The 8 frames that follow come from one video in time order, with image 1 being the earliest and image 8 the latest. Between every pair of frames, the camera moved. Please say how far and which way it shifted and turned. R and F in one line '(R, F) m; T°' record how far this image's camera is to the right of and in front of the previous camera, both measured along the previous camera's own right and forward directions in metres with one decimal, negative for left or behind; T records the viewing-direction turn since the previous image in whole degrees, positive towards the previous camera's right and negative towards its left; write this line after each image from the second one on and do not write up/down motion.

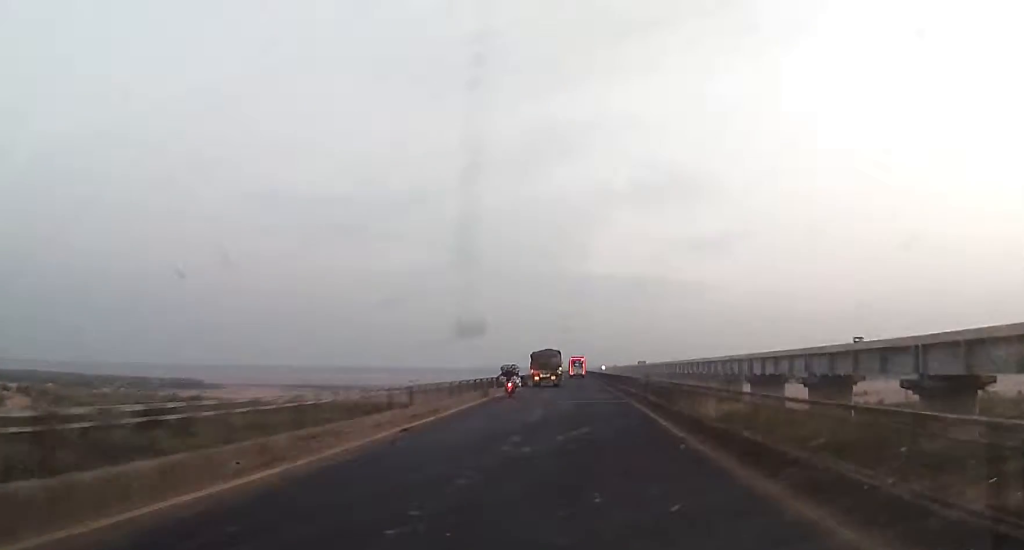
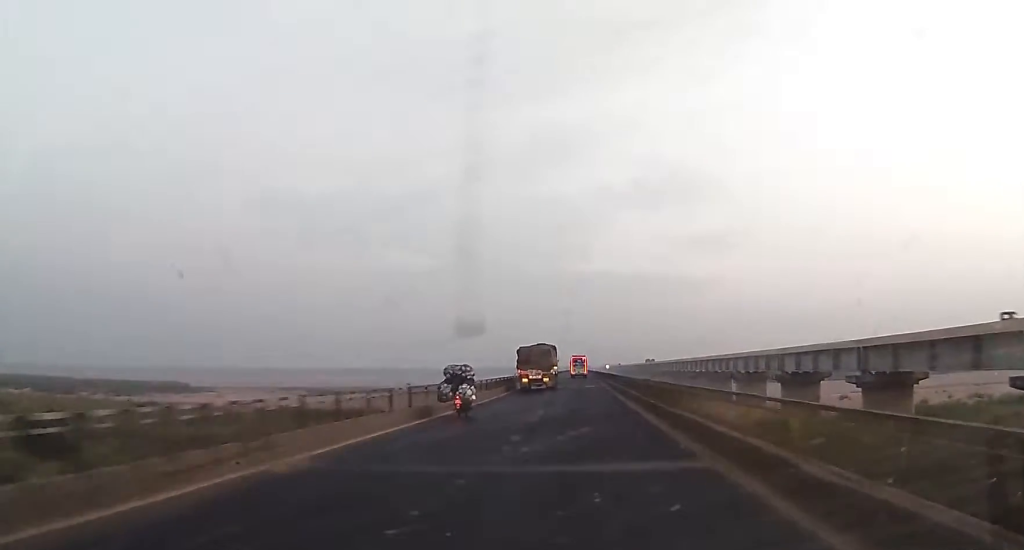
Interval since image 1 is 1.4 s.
(-0.7, +27.2) m; 0°
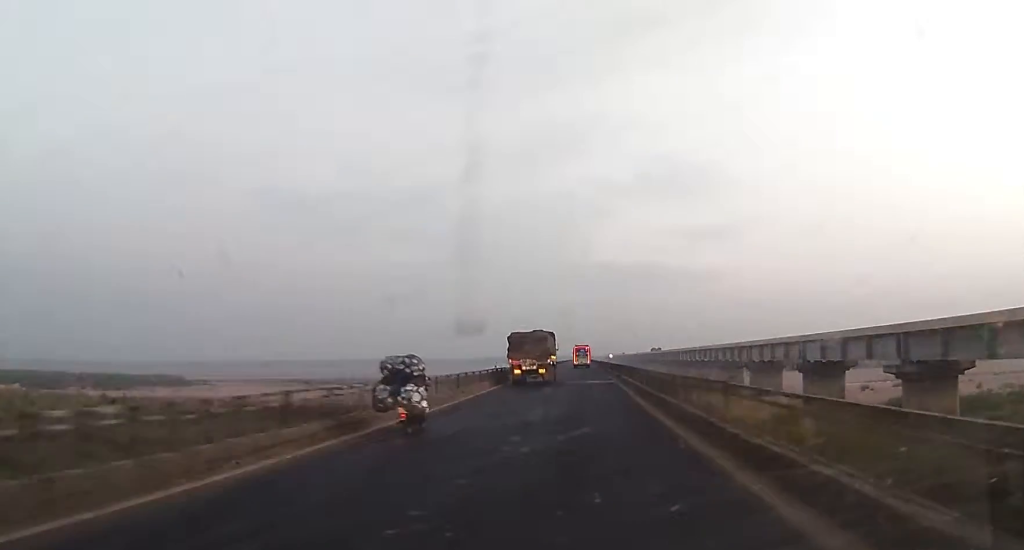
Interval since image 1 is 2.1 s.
(+0.1, +14.5) m; +1°
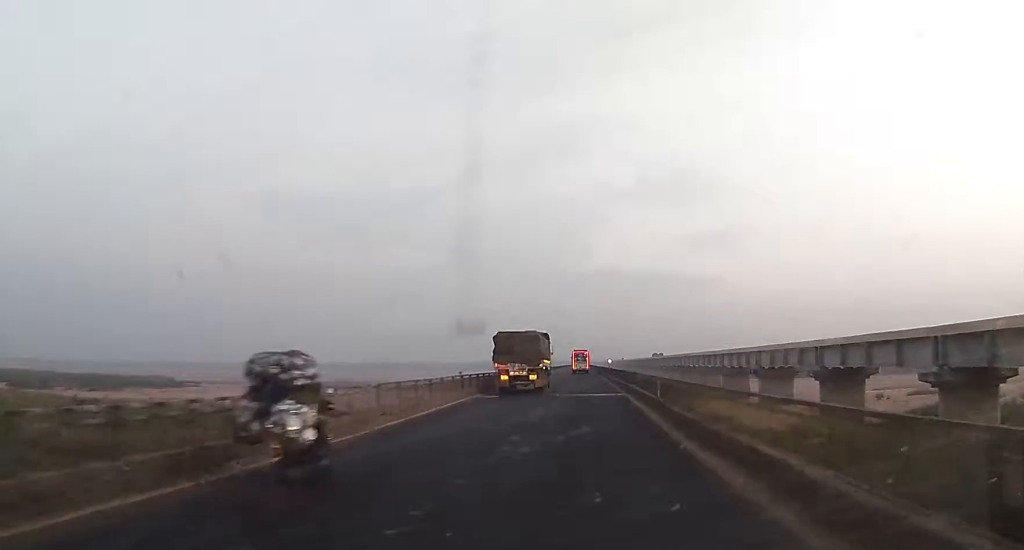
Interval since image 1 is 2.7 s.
(+0.6, +12.0) m; +1°
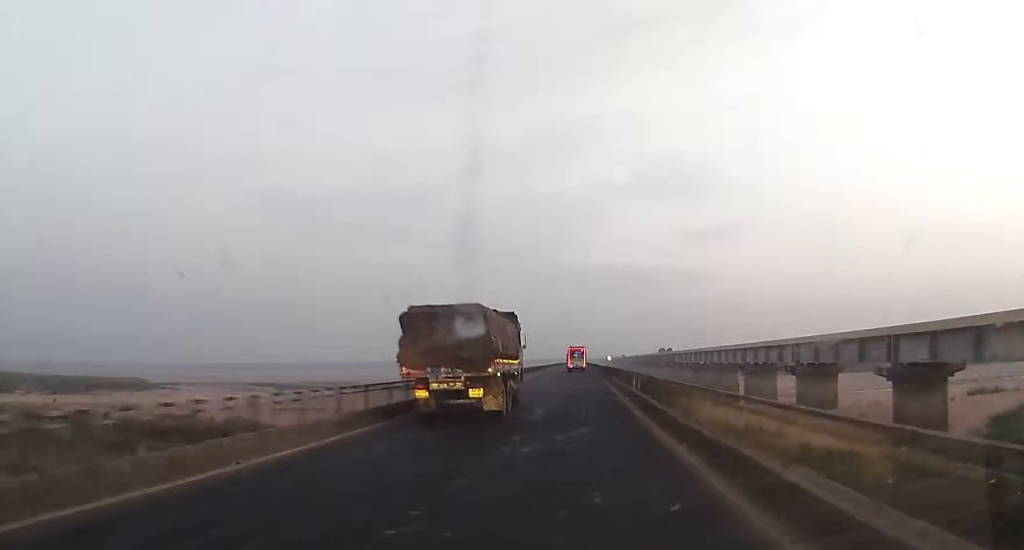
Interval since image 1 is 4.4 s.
(-1.6, +34.1) m; -3°
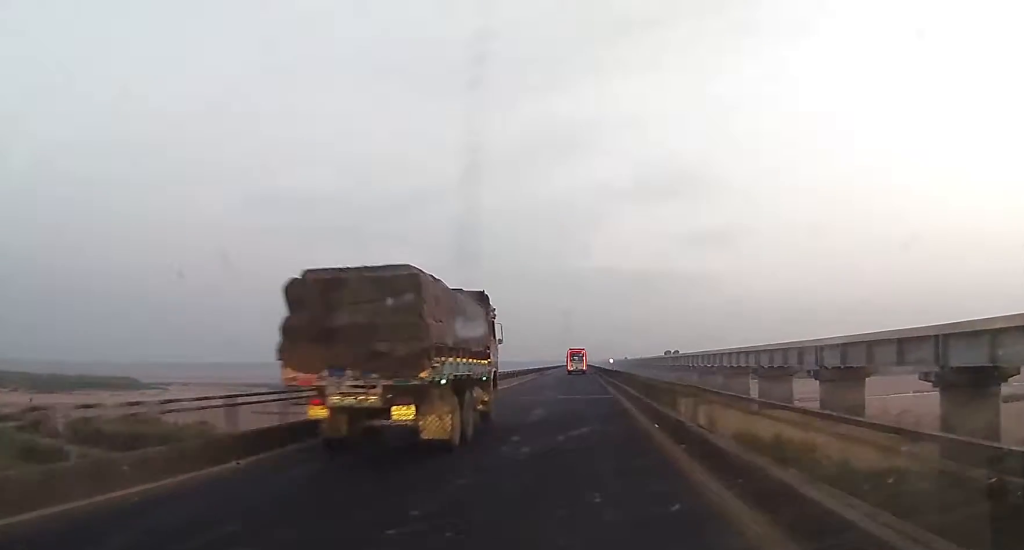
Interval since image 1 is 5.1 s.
(+0.1, +14.4) m; +1°
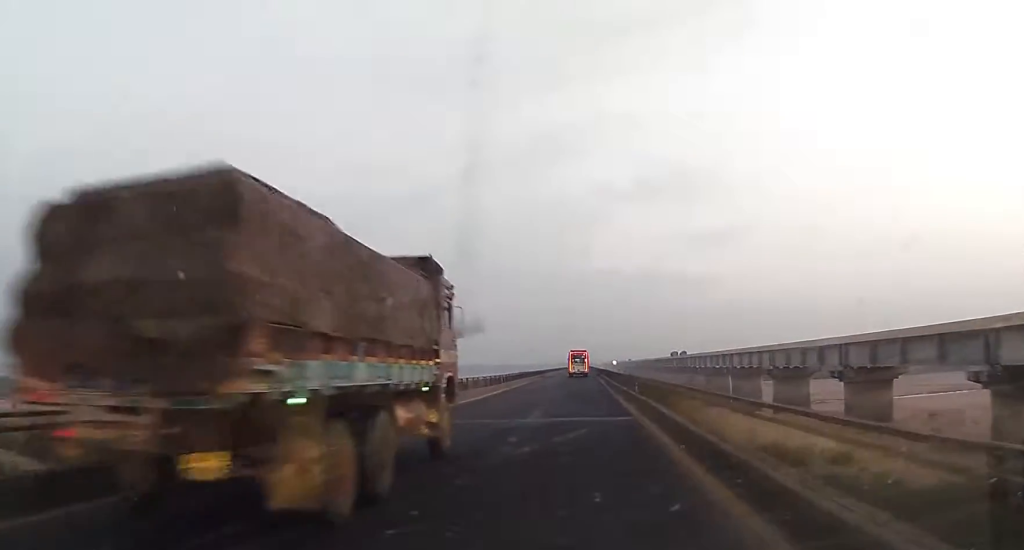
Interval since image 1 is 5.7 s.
(+0.4, +11.9) m; +1°
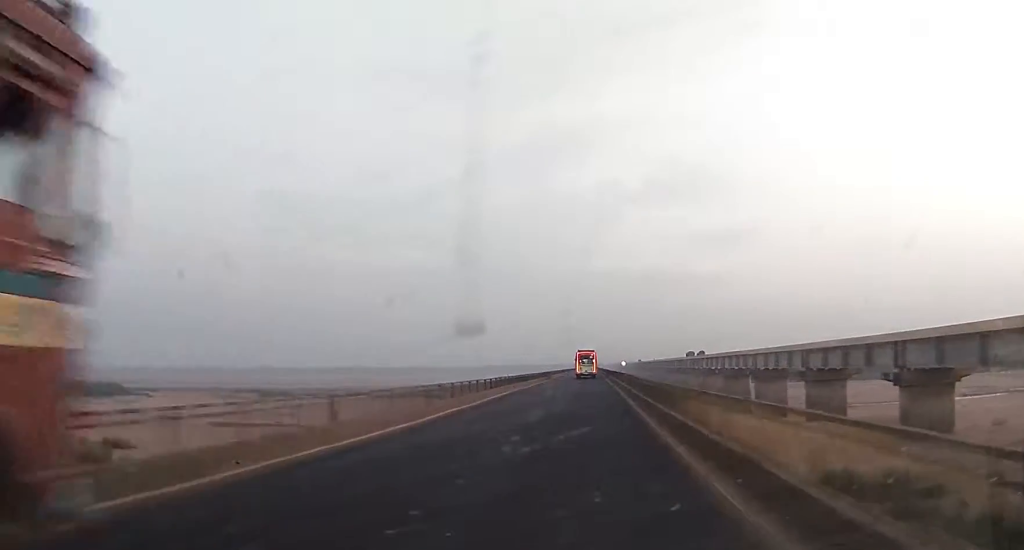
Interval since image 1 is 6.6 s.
(-0.3, +20.0) m; -1°
